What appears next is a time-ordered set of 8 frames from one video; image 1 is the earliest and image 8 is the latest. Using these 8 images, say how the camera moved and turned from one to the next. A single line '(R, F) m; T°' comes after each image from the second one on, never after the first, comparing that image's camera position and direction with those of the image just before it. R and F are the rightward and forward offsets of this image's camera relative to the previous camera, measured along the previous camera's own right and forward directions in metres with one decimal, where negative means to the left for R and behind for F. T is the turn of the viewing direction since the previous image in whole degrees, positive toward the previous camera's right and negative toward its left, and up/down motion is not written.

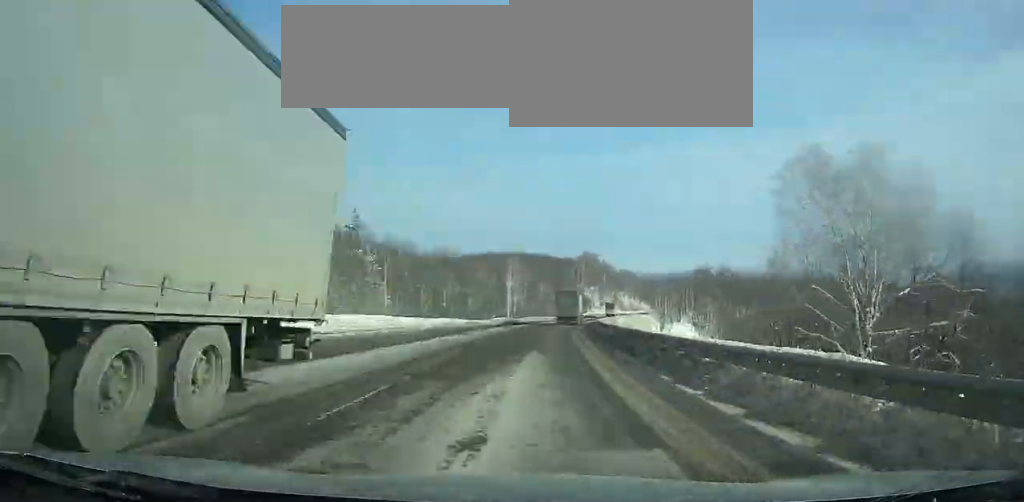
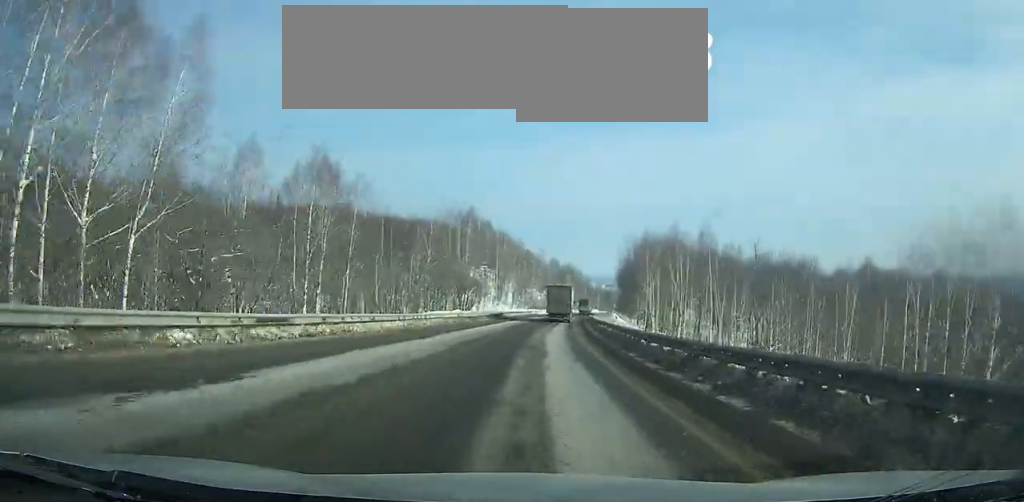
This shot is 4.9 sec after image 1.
(+12.8, +110.3) m; +12°
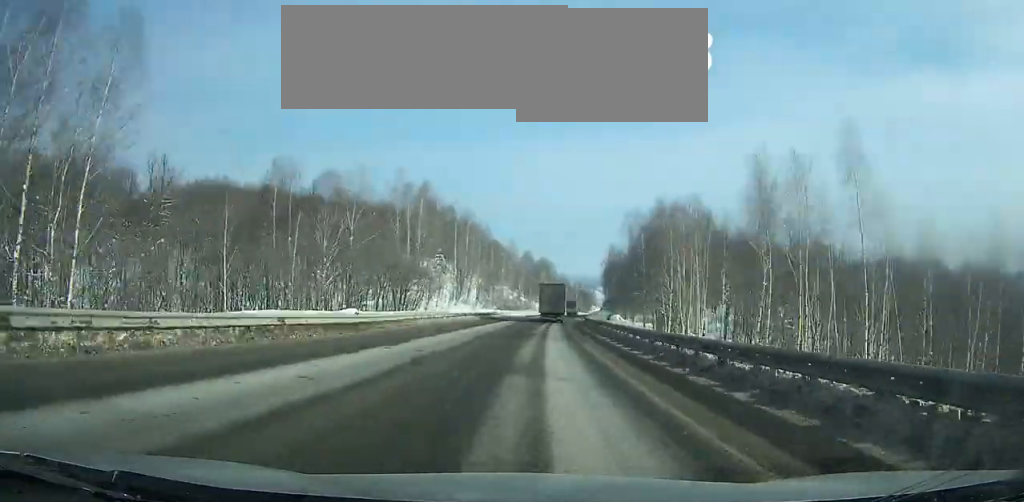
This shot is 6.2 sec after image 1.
(-0.1, +29.6) m; +3°
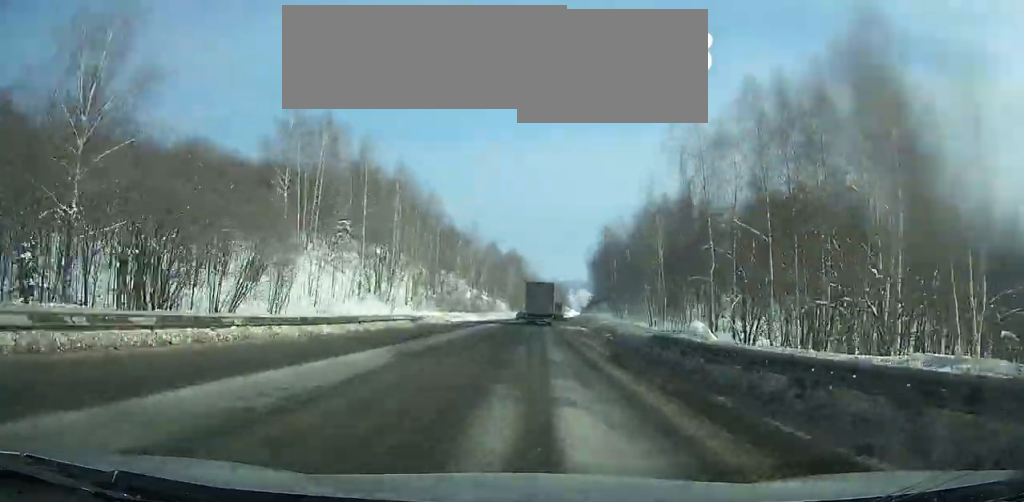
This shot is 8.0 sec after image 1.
(+1.9, +38.7) m; +2°
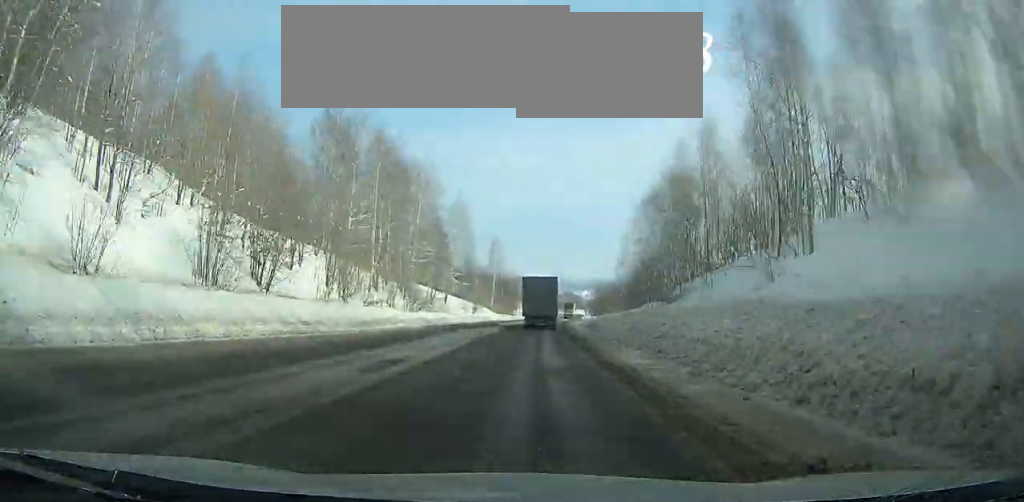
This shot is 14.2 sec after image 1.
(+7.0, +131.0) m; +6°
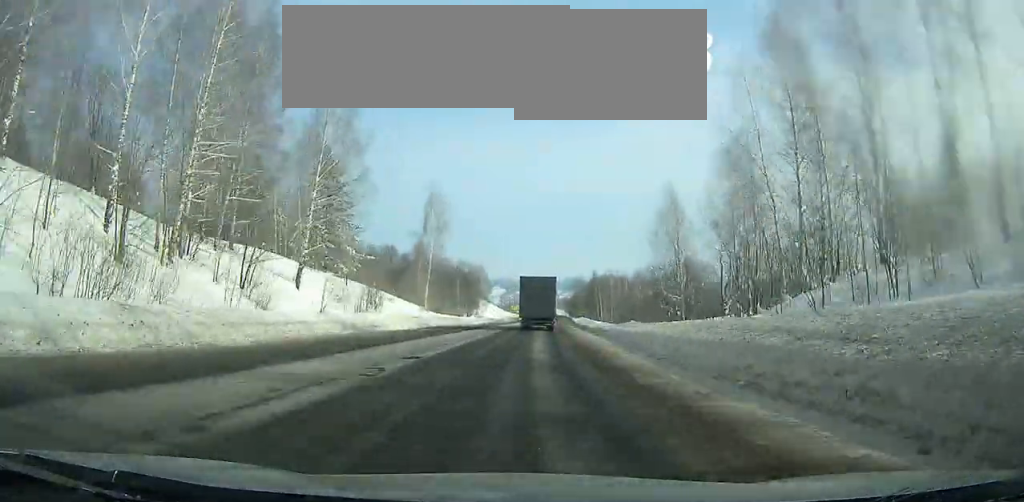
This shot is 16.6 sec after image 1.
(+1.1, +50.1) m; +2°
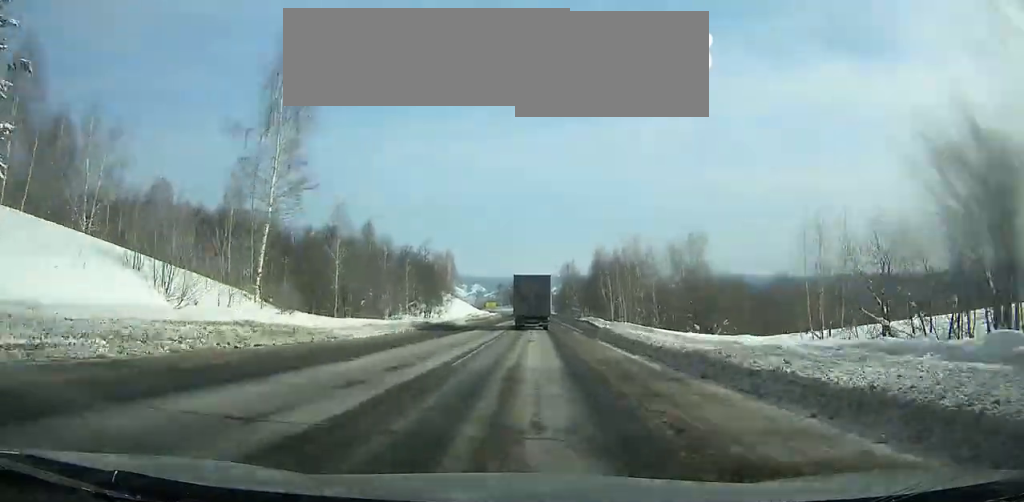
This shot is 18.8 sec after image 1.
(+0.7, +45.5) m; +1°
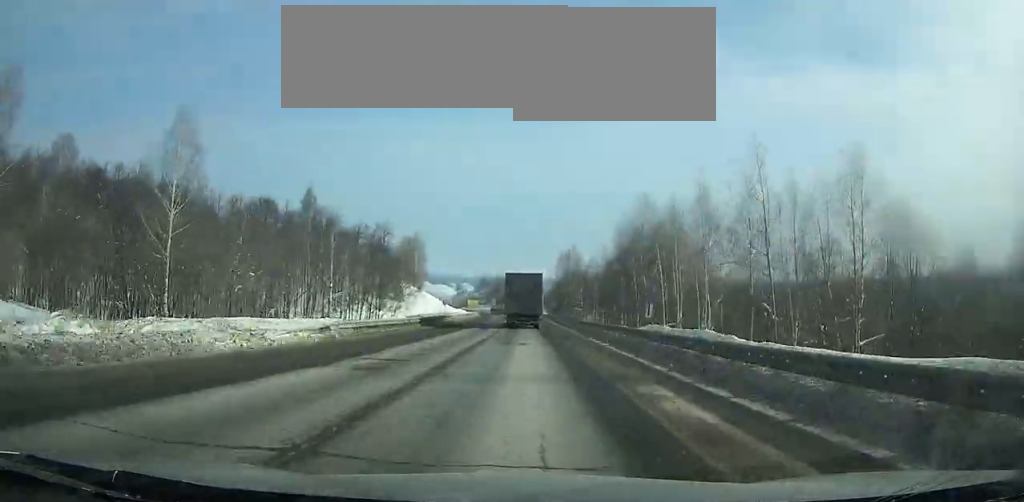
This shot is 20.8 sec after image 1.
(+0.4, +40.8) m; +1°
